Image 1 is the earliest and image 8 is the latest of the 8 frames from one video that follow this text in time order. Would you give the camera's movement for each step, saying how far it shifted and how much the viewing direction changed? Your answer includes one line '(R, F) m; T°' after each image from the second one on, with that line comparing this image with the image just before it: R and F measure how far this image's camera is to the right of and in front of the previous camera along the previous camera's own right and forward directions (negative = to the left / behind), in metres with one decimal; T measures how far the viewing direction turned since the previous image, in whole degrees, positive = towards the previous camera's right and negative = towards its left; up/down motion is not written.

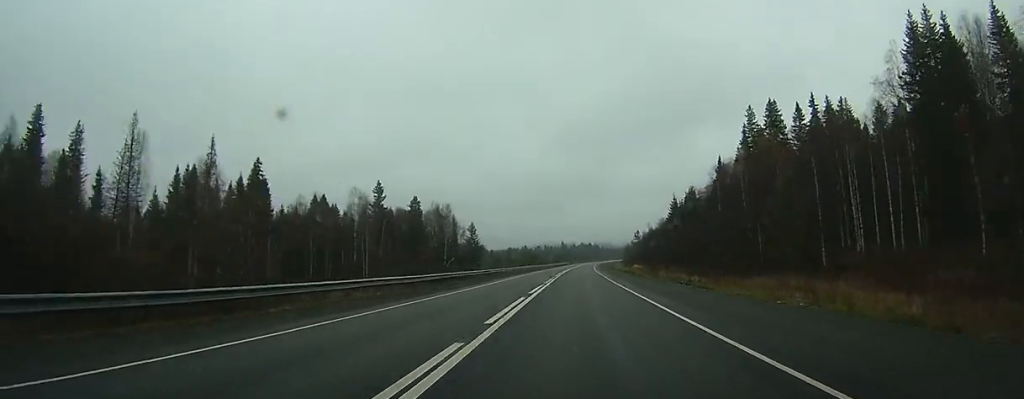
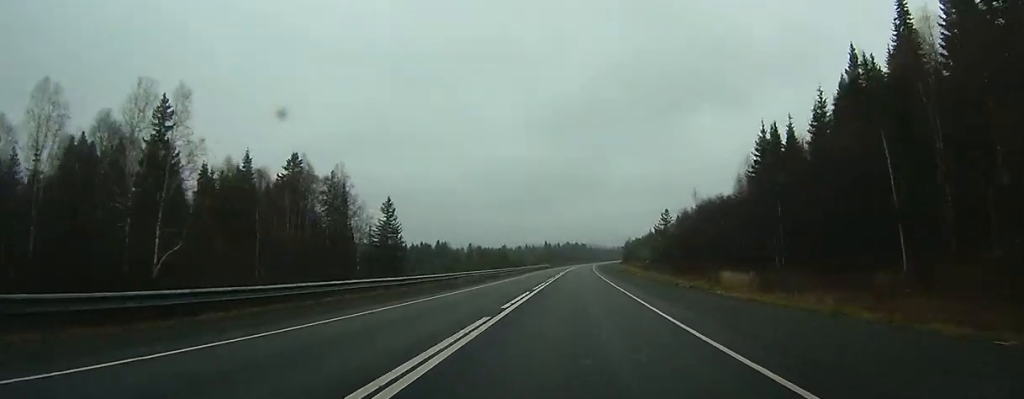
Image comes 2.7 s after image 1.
(+0.1, +78.7) m; 0°
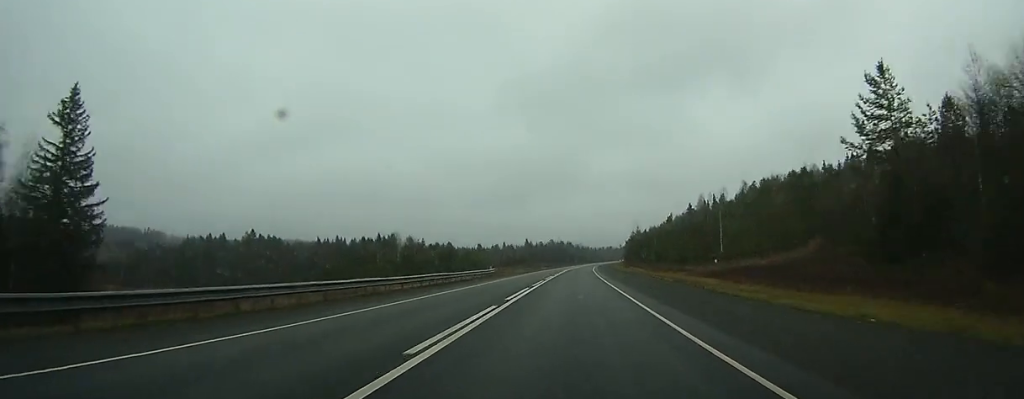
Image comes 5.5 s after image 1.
(+0.8, +80.3) m; +1°
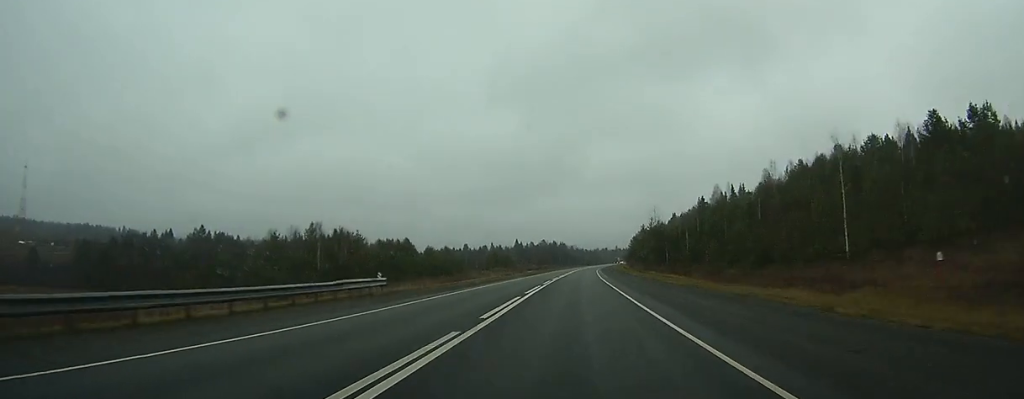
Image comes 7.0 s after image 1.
(+0.2, +41.7) m; +1°
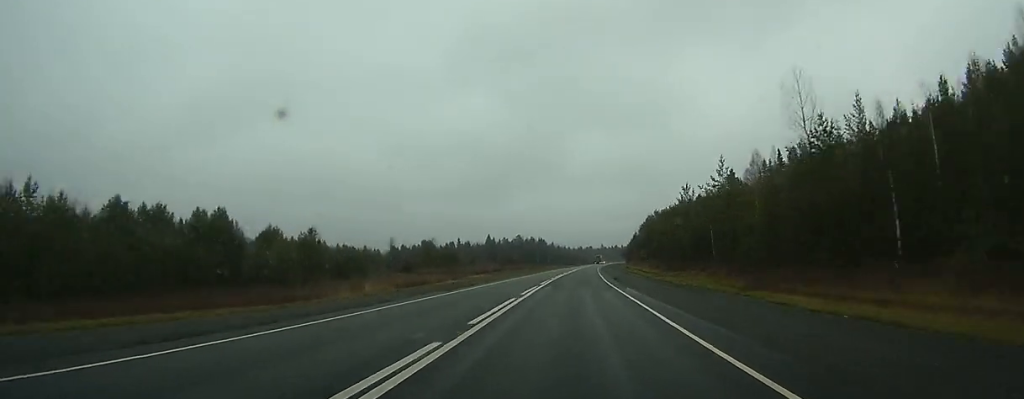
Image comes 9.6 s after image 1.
(+1.4, +73.2) m; +2°
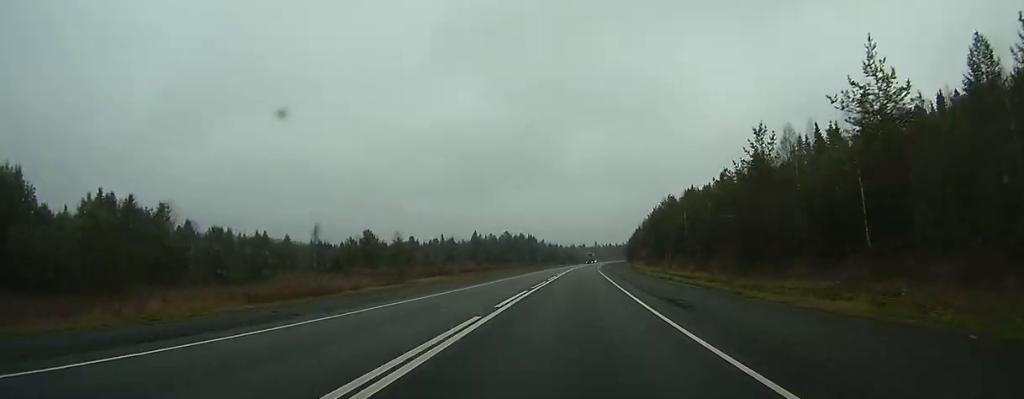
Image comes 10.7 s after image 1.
(+0.1, +31.7) m; +1°
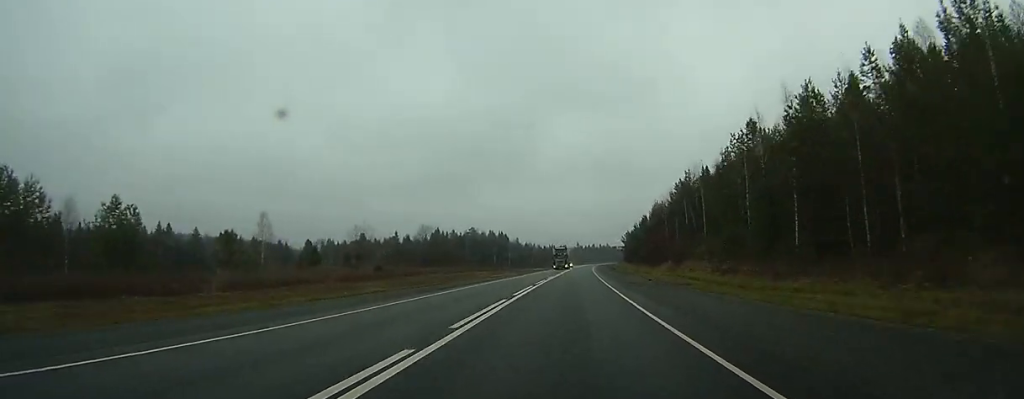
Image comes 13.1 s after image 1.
(+1.2, +64.7) m; +2°
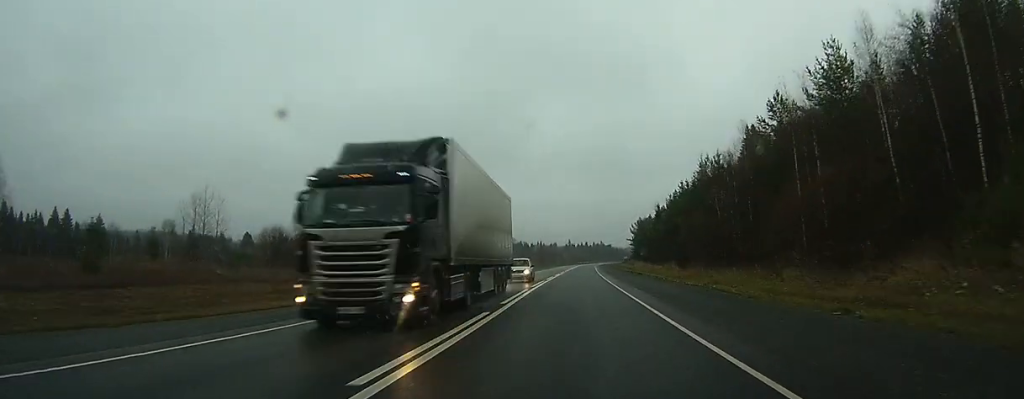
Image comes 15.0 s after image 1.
(+0.6, +53.1) m; +1°
